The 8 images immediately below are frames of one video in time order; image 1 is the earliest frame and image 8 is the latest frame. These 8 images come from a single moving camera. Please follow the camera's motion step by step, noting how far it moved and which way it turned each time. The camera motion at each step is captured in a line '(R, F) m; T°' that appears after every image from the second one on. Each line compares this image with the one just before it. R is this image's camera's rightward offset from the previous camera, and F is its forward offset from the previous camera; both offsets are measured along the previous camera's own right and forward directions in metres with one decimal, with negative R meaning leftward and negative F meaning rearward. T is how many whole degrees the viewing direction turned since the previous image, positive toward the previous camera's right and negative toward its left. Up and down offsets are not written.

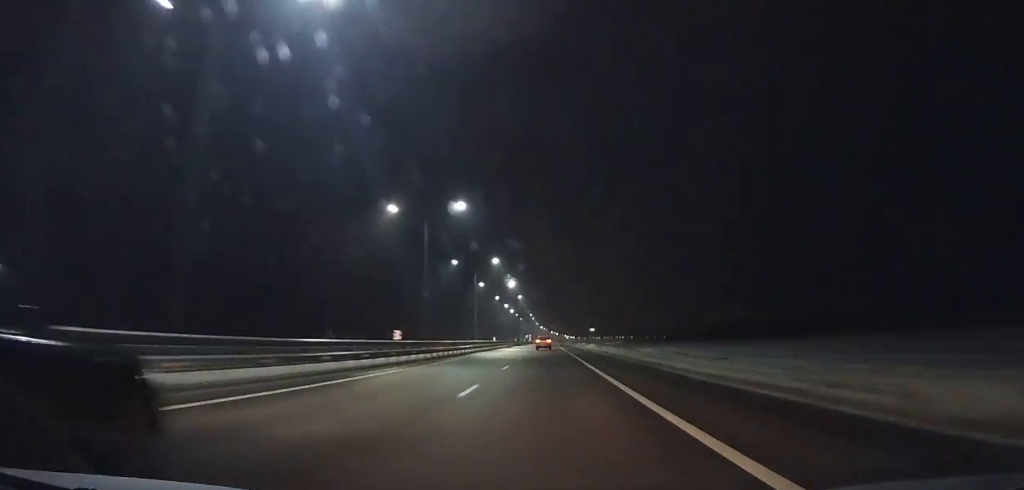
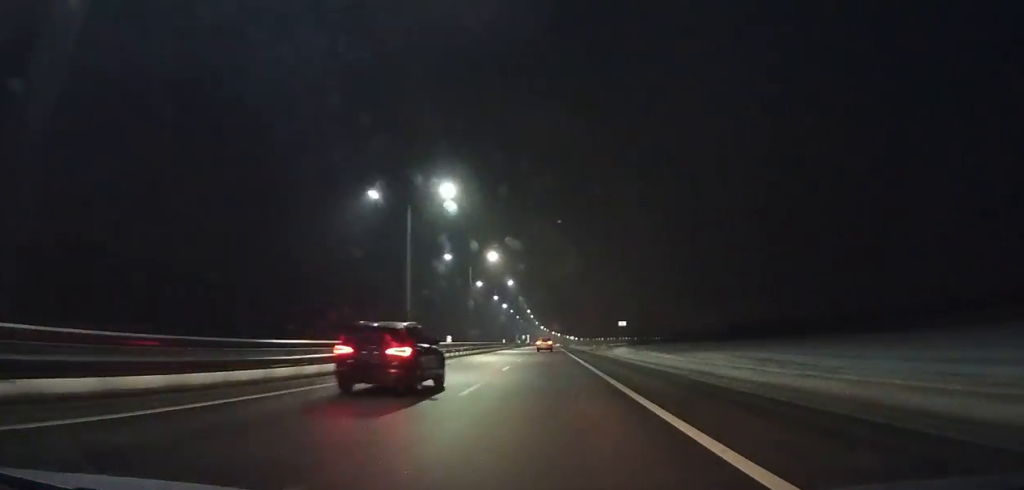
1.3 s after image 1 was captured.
(+0.1, +36.1) m; 0°
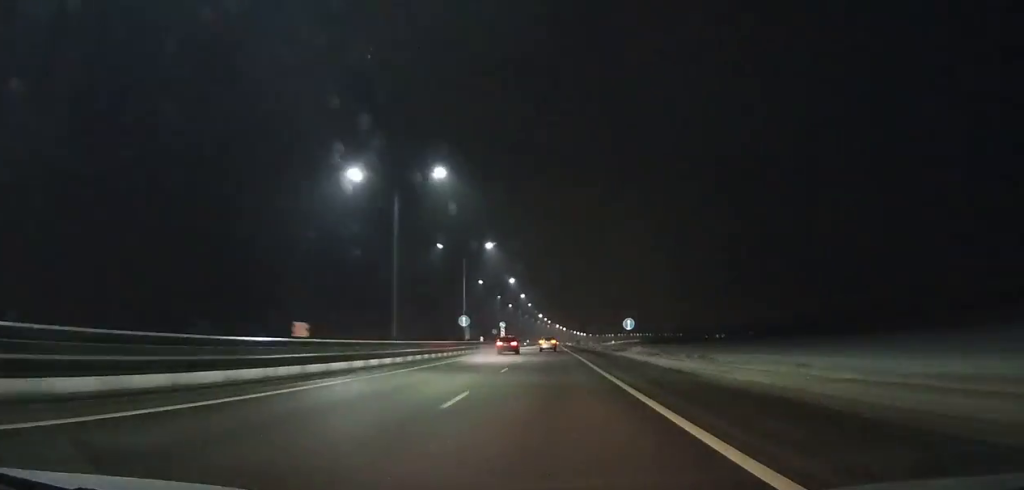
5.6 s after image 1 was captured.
(-0.4, +120.3) m; 0°
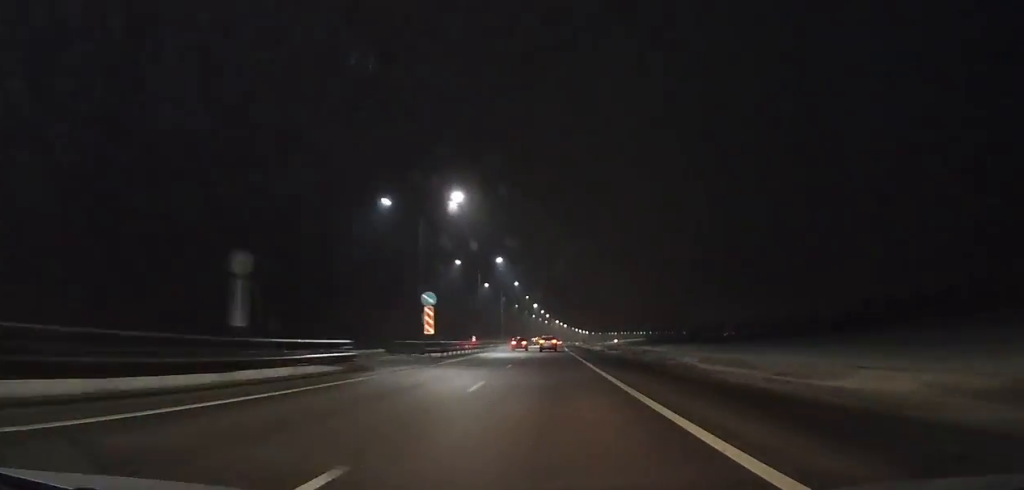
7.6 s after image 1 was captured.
(-0.1, +56.0) m; 0°
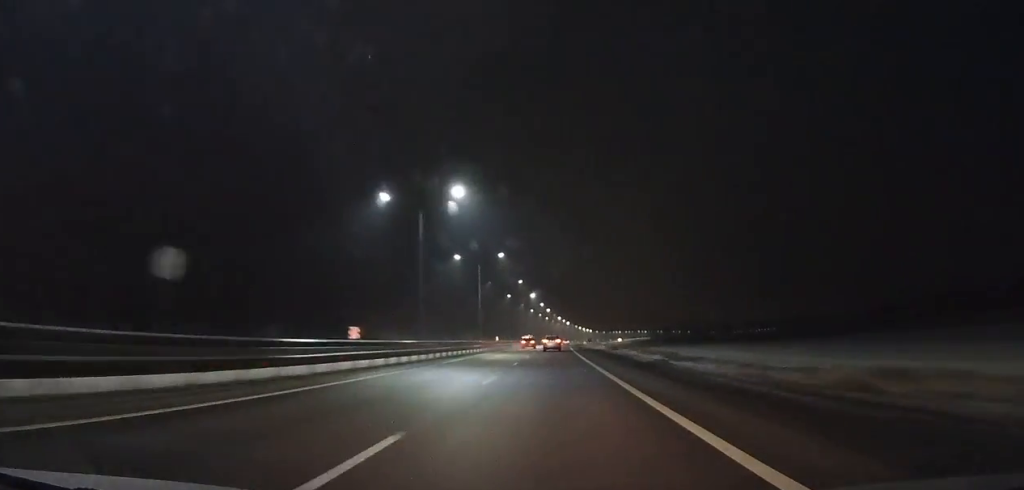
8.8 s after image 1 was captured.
(+0.1, +33.7) m; 0°
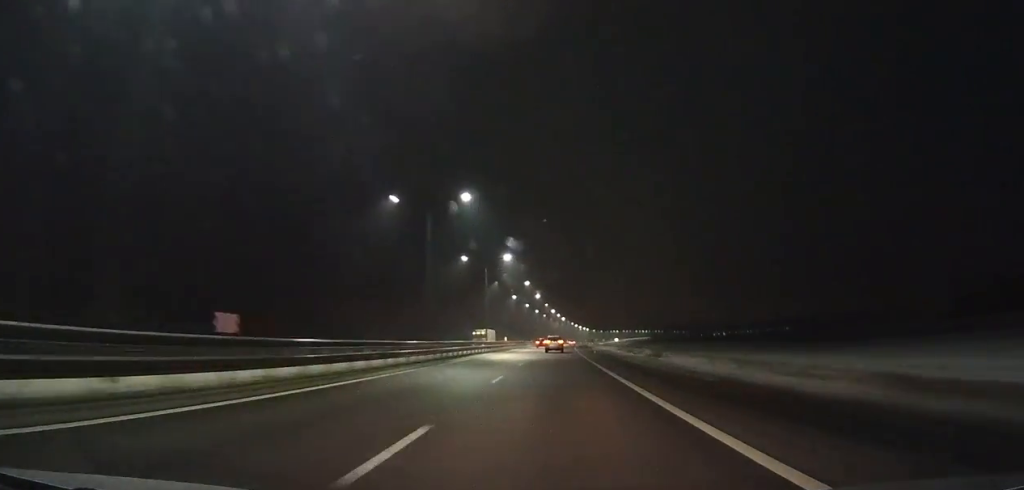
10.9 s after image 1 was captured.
(0.0, +59.0) m; +1°
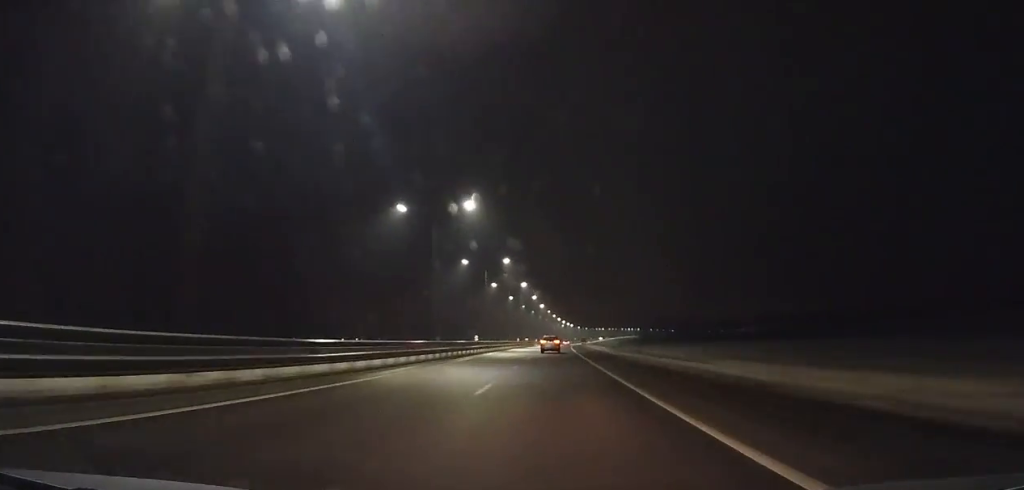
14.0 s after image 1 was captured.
(+1.6, +87.4) m; +2°
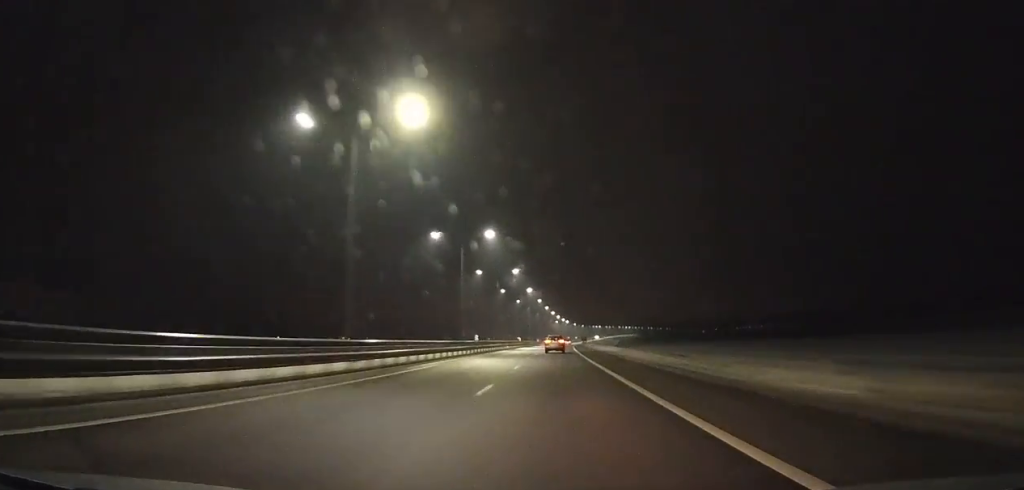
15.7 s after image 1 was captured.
(+0.7, +48.2) m; +1°
